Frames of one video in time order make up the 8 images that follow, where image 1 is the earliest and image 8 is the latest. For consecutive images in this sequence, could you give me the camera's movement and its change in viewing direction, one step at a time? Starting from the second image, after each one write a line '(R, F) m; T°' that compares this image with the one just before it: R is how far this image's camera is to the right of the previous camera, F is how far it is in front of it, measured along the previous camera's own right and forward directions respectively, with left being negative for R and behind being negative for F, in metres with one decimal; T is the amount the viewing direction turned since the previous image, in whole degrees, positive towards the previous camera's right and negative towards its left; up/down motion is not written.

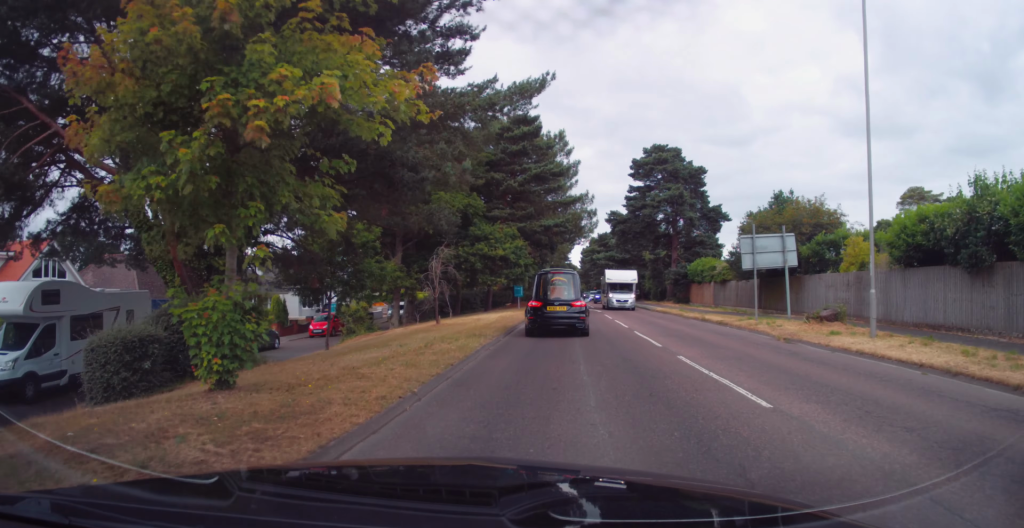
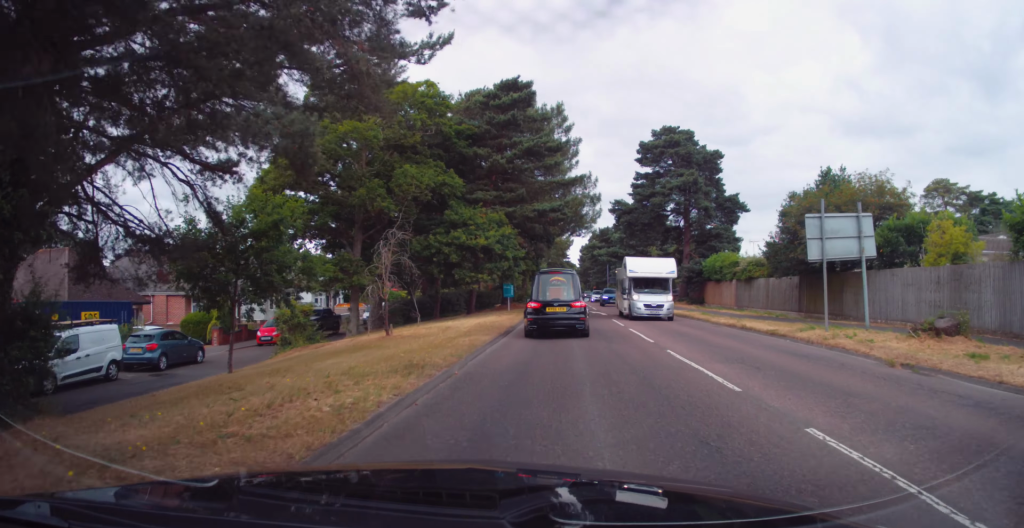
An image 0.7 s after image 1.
(+0.2, +7.1) m; +3°
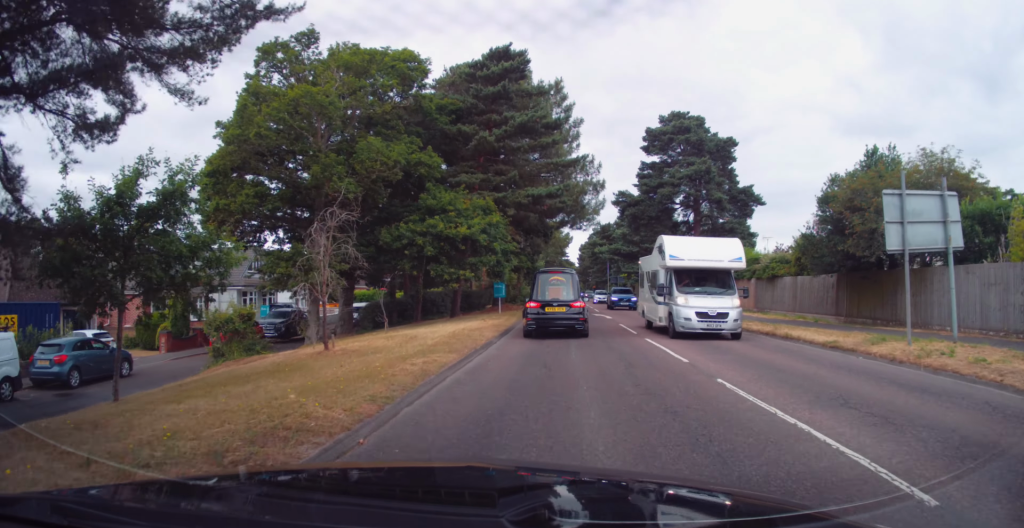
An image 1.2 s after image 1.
(+0.1, +4.8) m; -1°
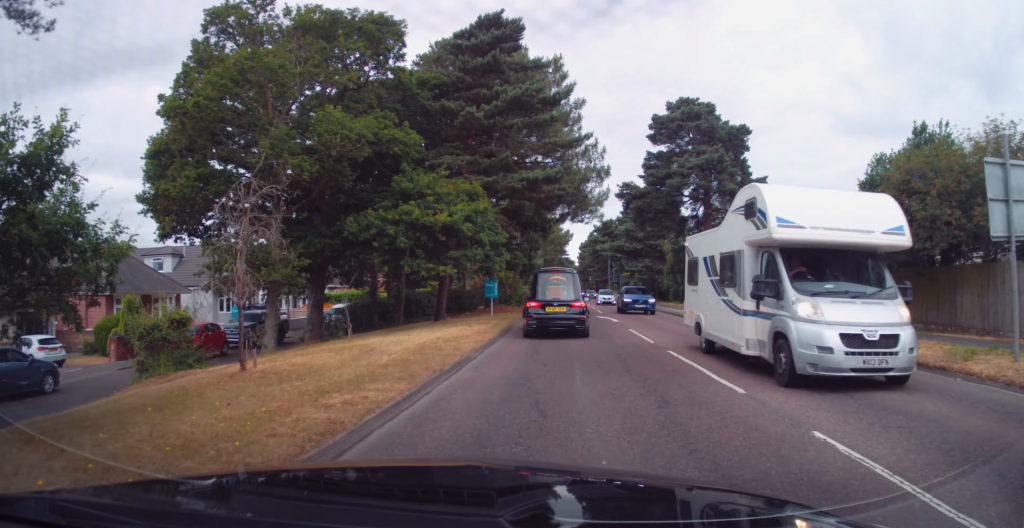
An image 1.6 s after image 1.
(+0.2, +3.8) m; -1°
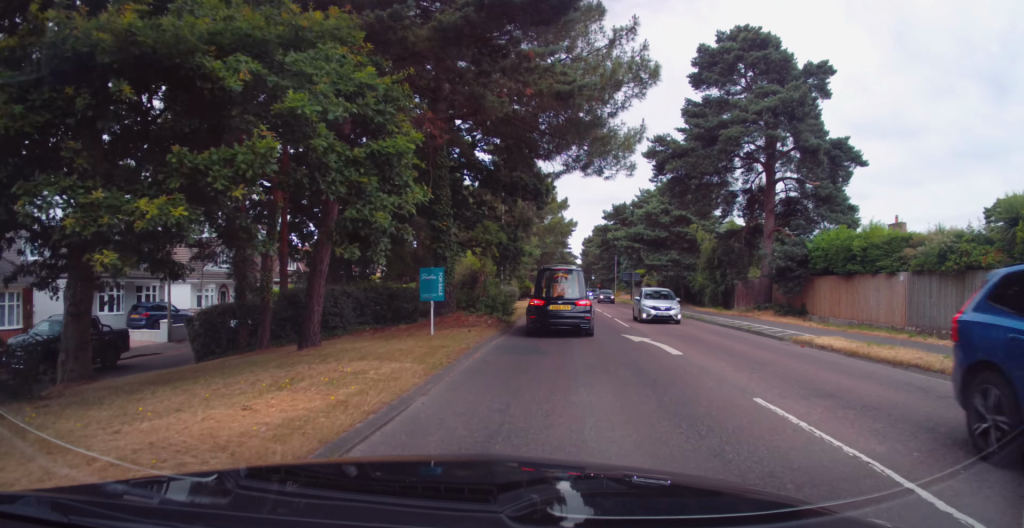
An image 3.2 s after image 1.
(-0.4, +14.2) m; 0°
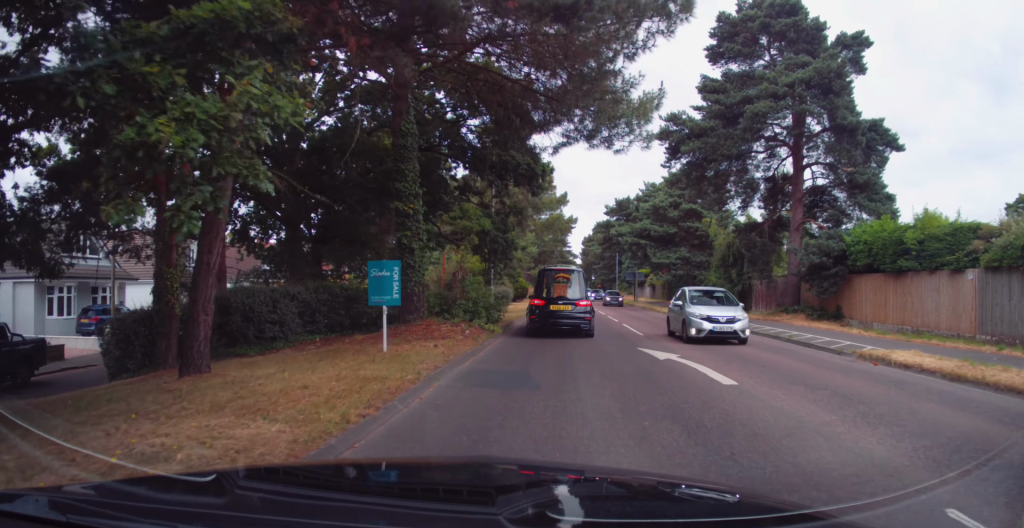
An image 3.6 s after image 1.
(+0.2, +4.2) m; +1°
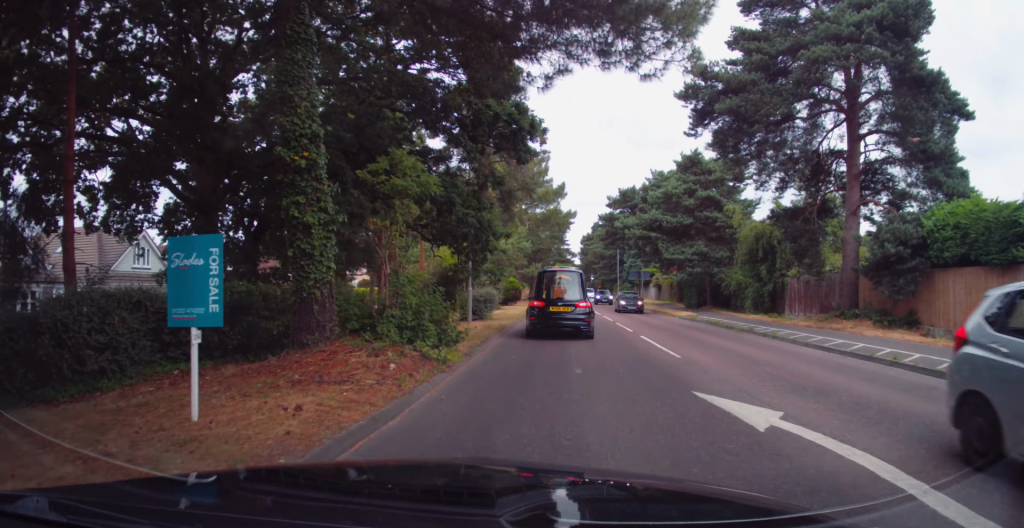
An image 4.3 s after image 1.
(-0.1, +6.3) m; -1°
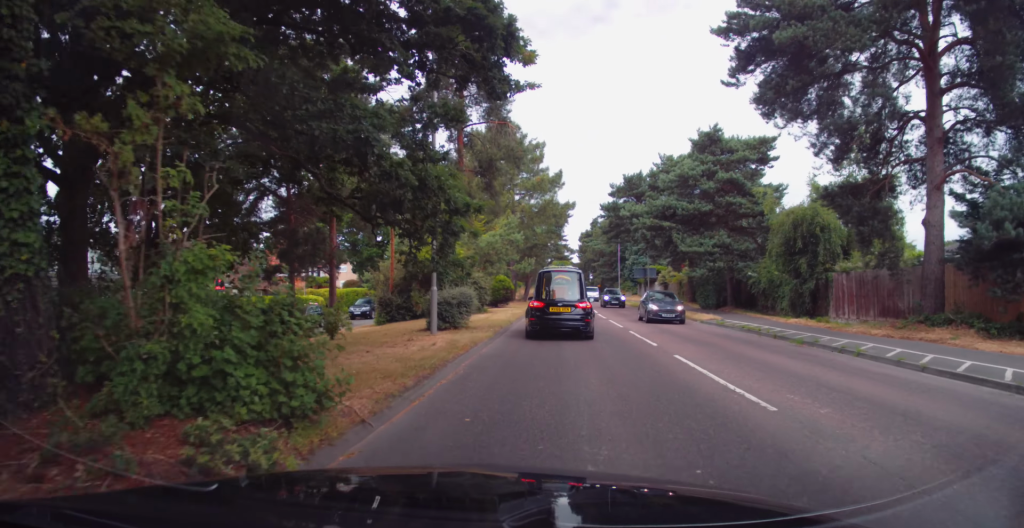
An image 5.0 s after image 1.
(-0.1, +6.0) m; -1°
